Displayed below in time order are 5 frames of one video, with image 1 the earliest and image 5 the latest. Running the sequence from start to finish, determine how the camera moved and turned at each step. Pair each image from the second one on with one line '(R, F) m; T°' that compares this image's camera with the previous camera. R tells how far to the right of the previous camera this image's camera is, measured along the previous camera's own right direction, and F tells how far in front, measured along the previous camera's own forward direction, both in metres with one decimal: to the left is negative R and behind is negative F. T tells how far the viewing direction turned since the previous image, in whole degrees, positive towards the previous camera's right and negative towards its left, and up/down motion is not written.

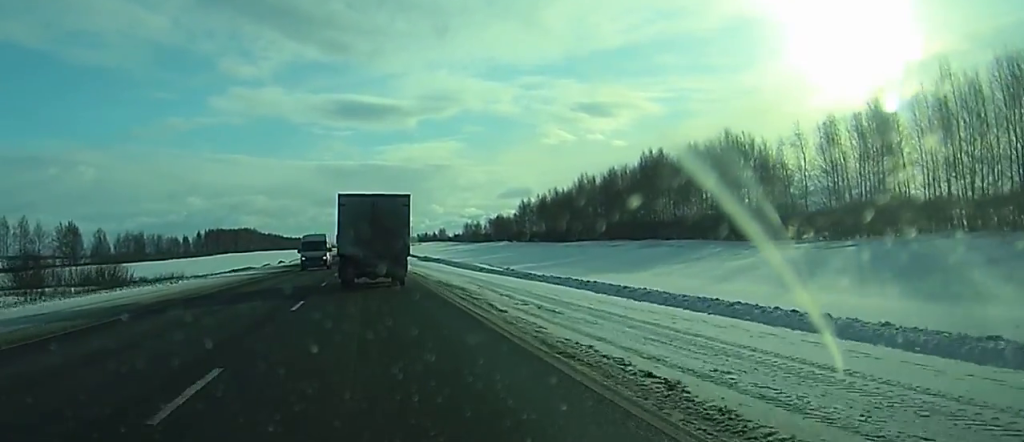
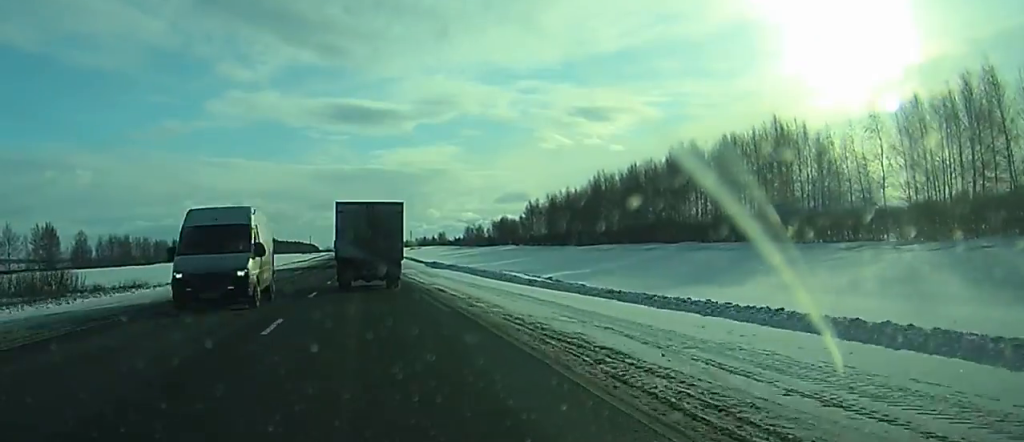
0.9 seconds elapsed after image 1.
(0.0, +17.2) m; 0°
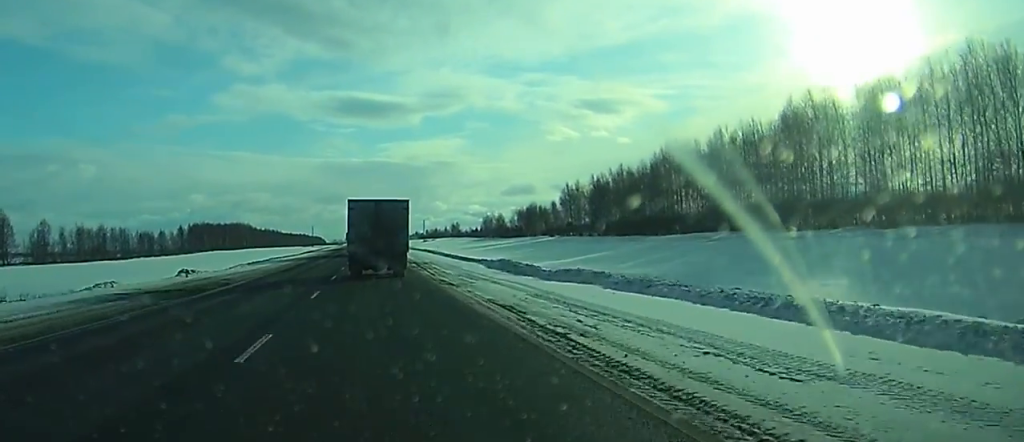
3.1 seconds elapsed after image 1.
(+0.2, +39.3) m; +1°
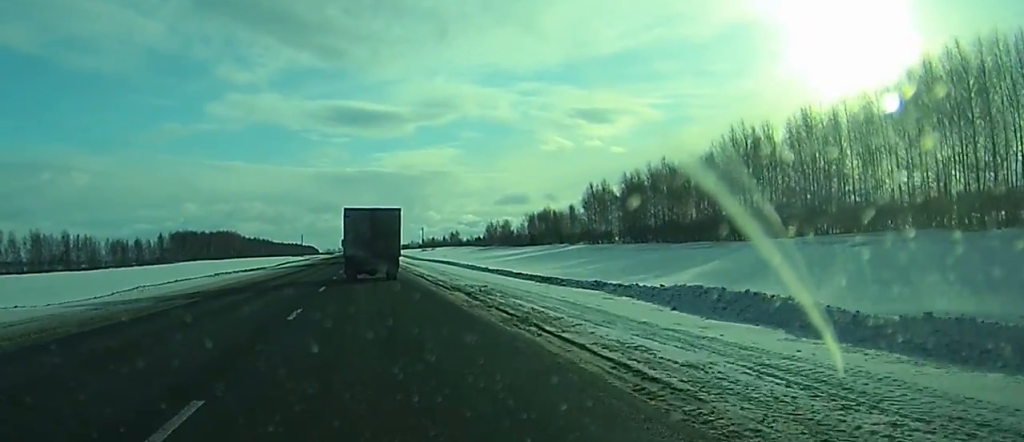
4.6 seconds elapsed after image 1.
(-0.1, +29.3) m; -1°
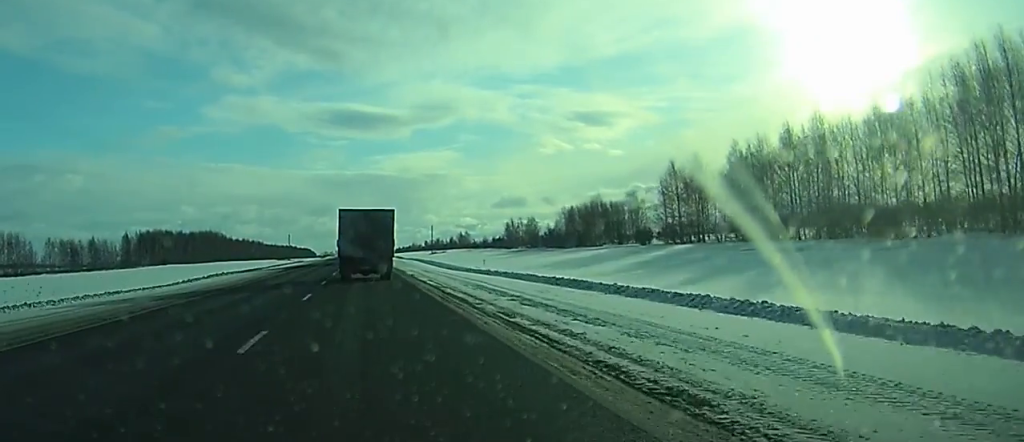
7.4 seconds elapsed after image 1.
(0.0, +52.8) m; 0°
